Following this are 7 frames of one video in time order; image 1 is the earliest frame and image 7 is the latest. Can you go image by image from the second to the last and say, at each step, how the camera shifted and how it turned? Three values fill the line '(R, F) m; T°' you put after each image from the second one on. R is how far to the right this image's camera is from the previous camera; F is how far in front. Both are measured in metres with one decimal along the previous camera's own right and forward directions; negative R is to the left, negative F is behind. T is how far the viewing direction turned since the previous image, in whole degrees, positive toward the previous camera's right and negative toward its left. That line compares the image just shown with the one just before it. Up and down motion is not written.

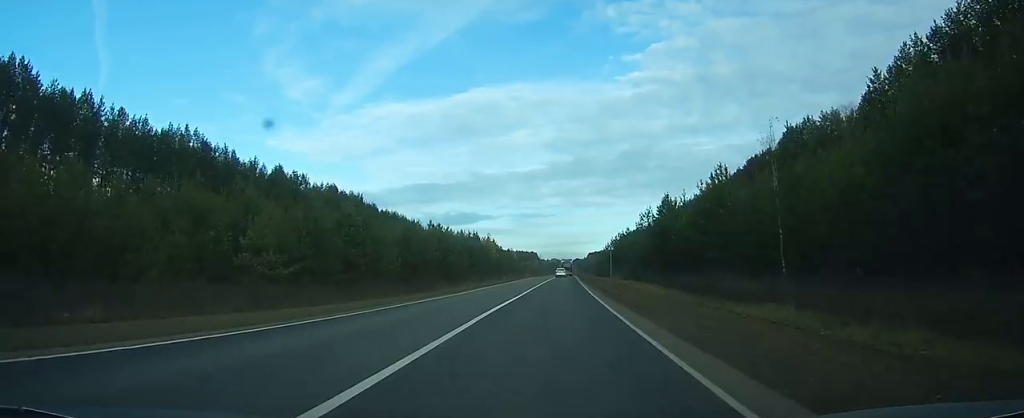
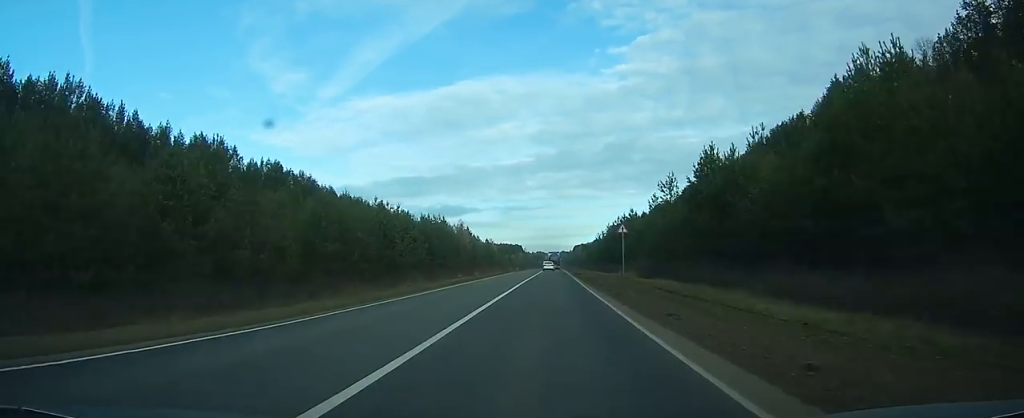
(+0.2, +22.1) m; +2°
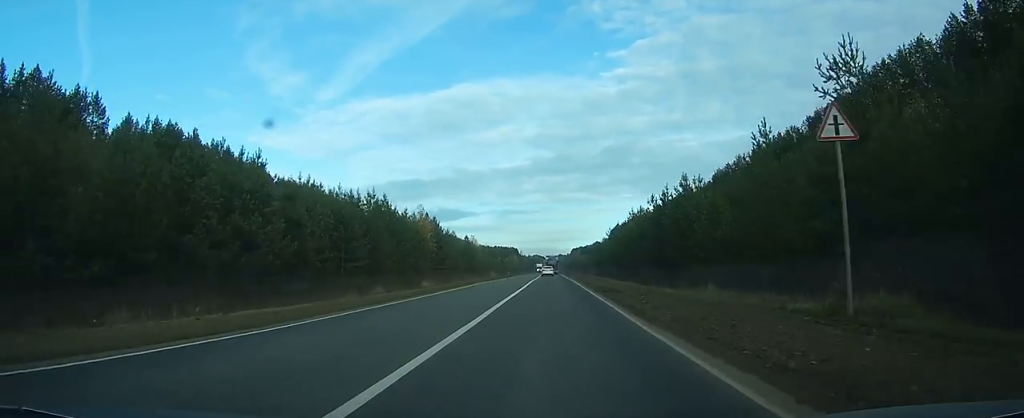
(+1.0, +34.2) m; +2°
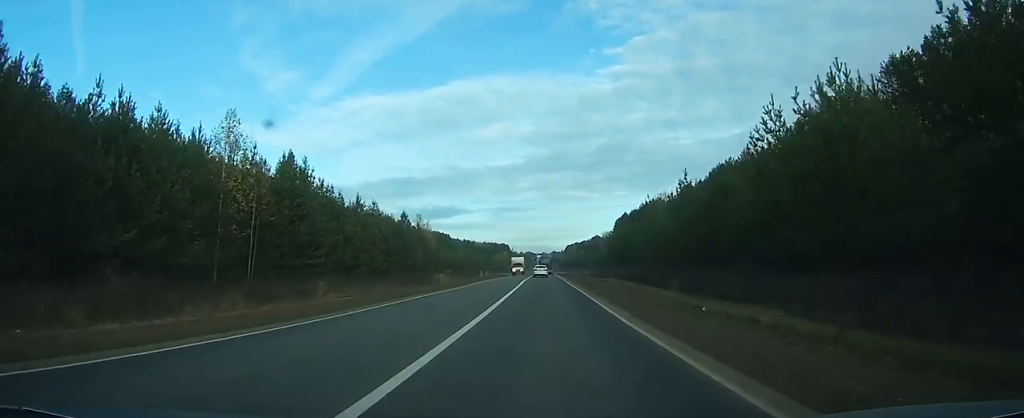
(+0.5, +50.0) m; +1°
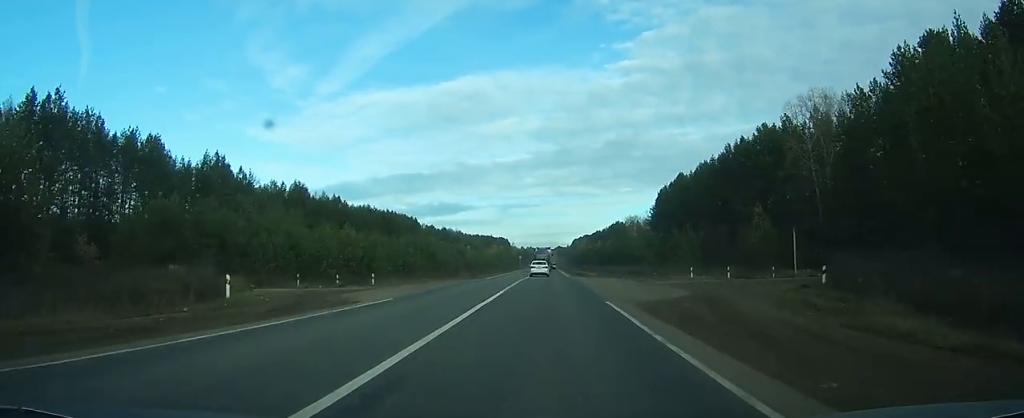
(+0.3, +94.6) m; 0°
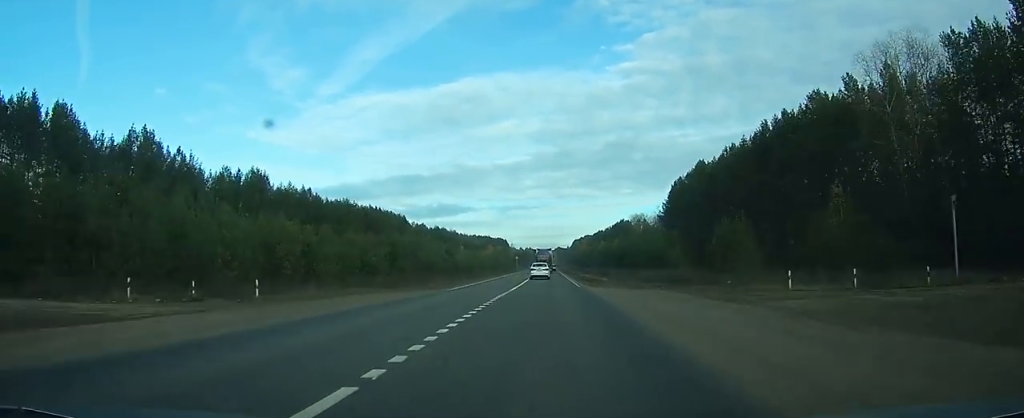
(-0.1, +19.9) m; 0°
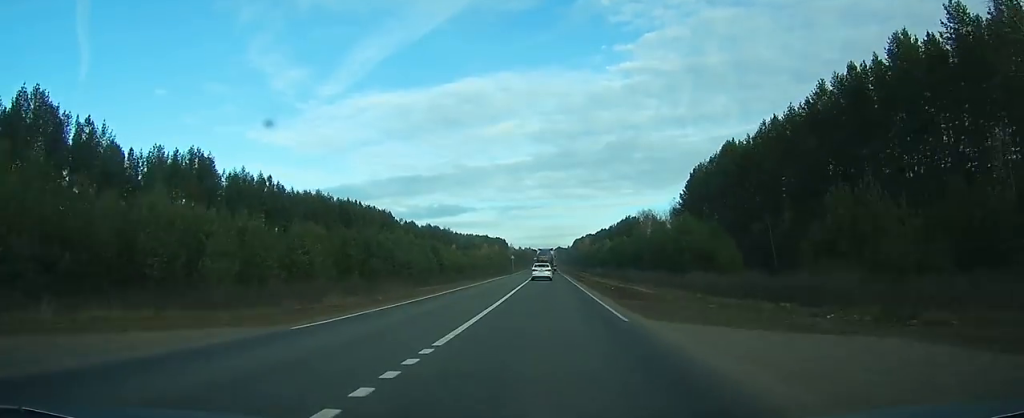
(0.0, +20.9) m; 0°
